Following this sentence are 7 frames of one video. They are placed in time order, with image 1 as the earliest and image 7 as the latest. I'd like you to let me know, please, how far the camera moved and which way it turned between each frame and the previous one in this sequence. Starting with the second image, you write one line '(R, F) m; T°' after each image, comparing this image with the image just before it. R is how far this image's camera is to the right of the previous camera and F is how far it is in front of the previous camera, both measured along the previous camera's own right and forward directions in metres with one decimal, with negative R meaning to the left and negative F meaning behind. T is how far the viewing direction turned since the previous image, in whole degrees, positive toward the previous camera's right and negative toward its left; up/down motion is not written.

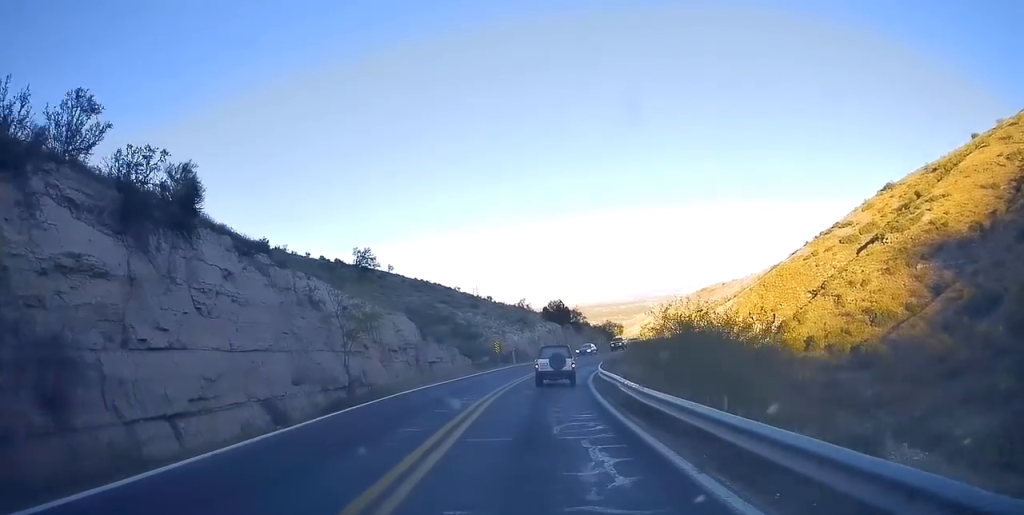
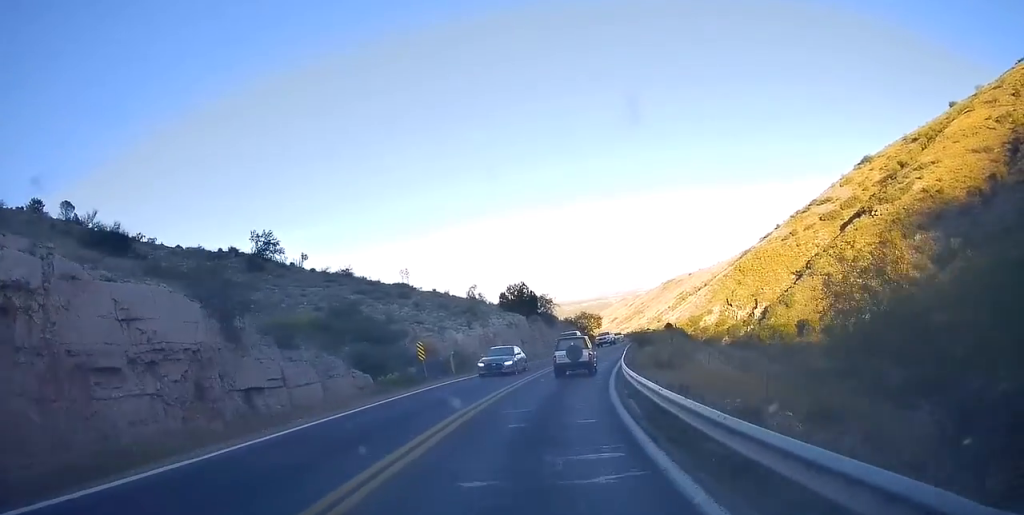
(-0.6, +21.1) m; +2°
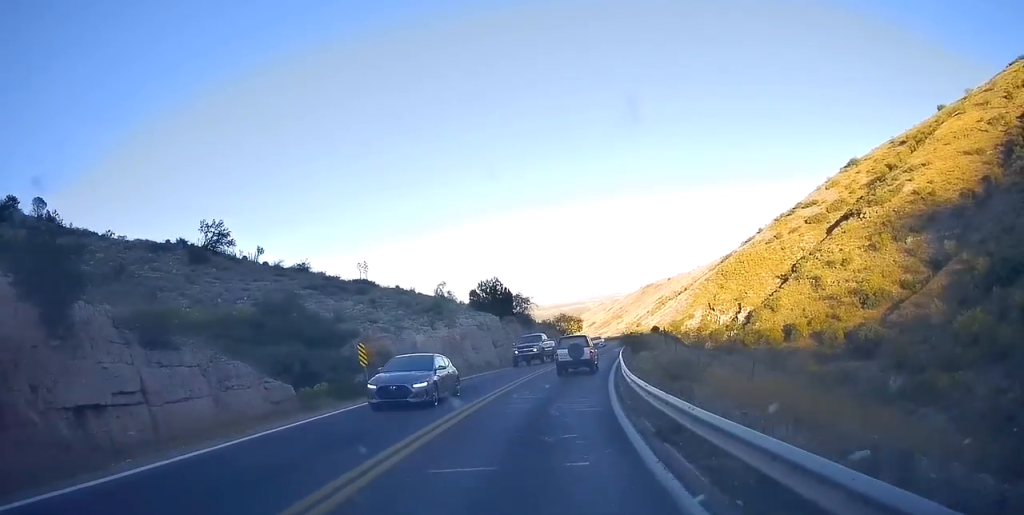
(+0.6, +6.4) m; +3°
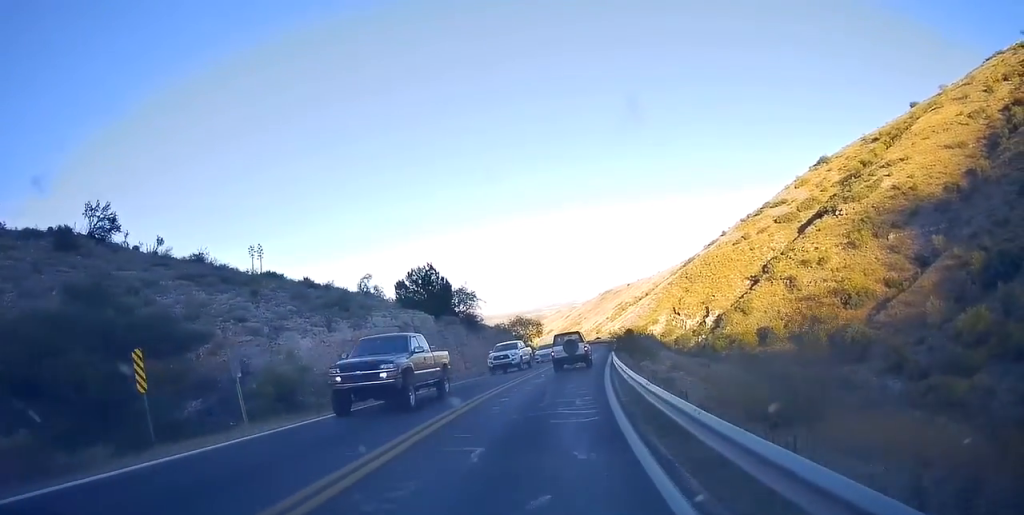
(+0.8, +12.2) m; +5°
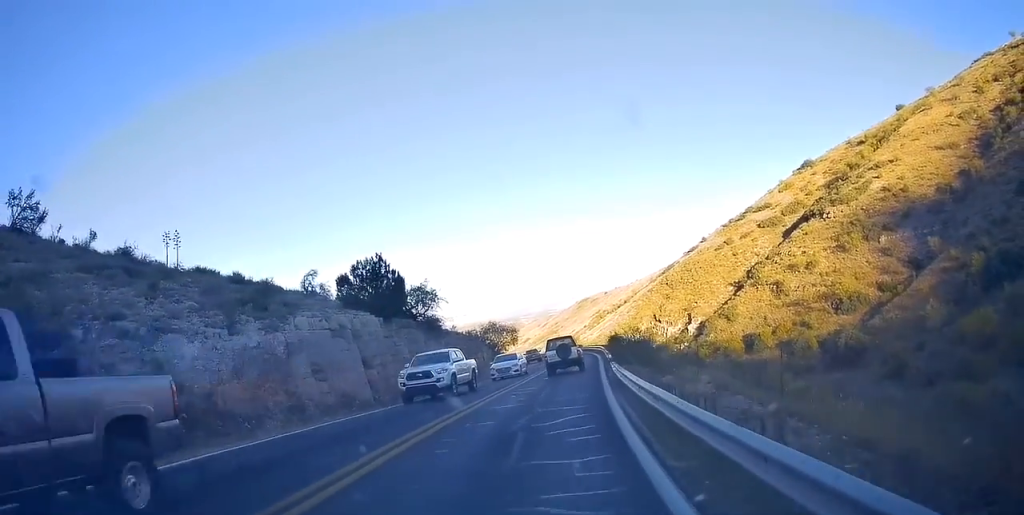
(-0.2, +7.1) m; +2°
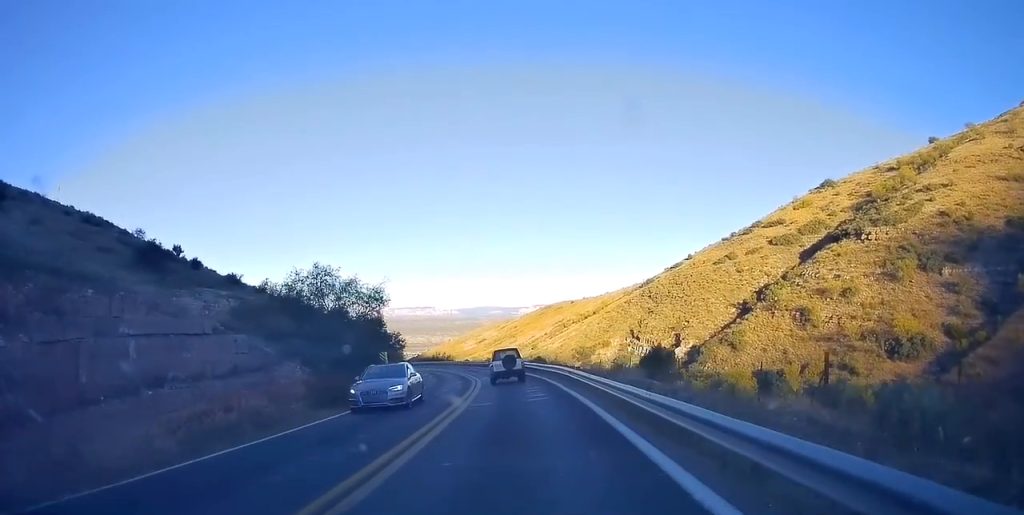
(+2.4, +43.4) m; +2°
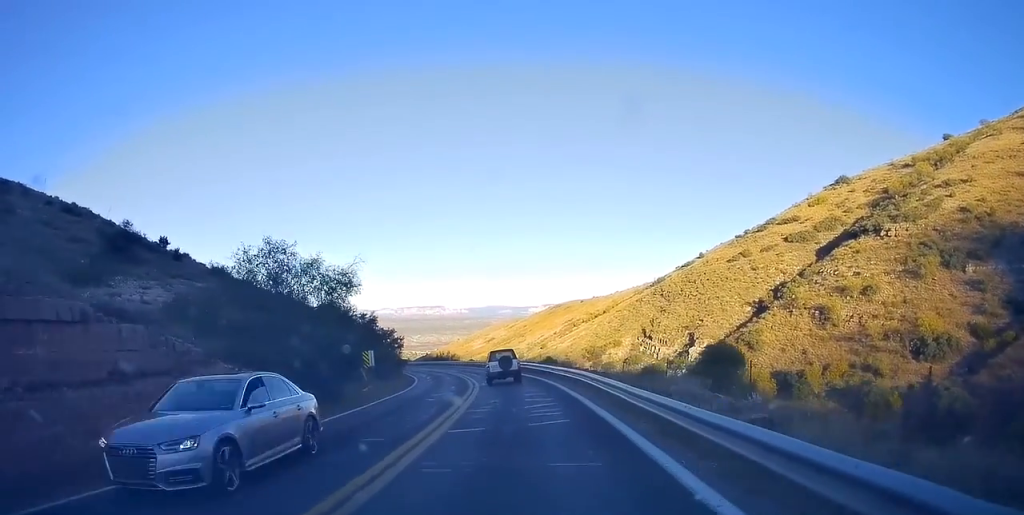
(-0.2, +6.0) m; -1°
